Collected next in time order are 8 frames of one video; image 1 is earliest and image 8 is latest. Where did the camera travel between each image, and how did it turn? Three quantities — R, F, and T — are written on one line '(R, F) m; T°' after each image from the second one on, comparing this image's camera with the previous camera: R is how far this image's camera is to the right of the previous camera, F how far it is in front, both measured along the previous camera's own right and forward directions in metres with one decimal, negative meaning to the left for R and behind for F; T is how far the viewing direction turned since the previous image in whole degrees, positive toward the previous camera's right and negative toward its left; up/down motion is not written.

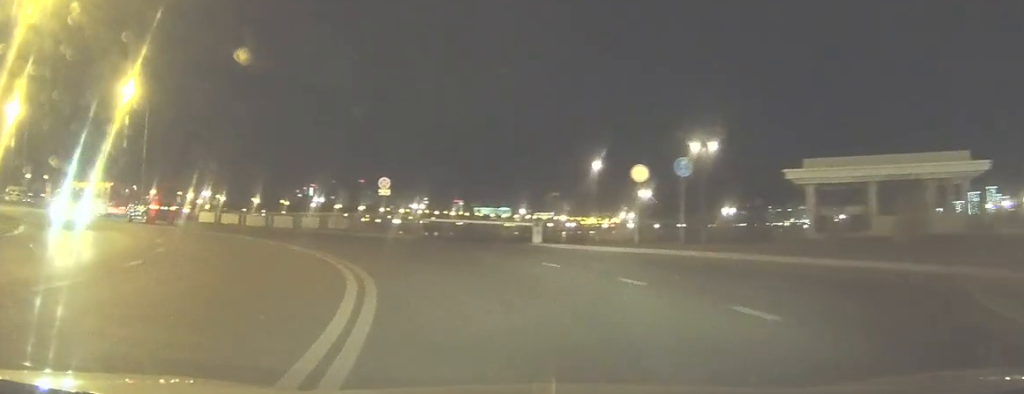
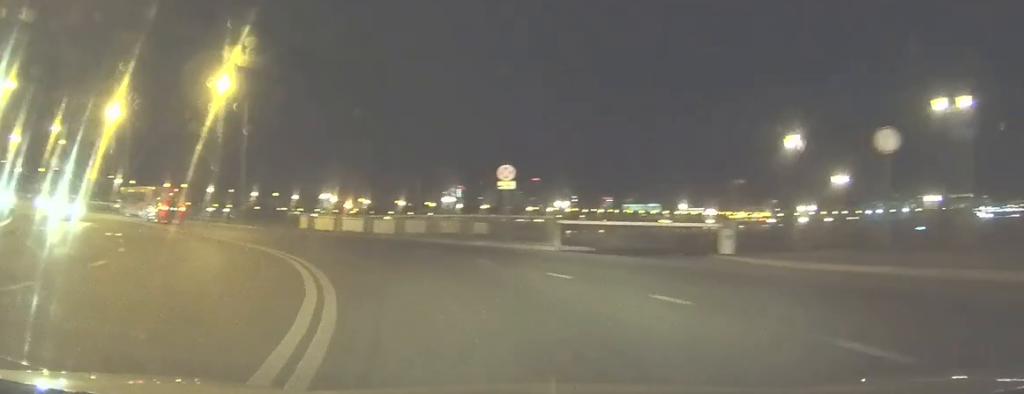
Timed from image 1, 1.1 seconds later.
(-0.7, +11.1) m; -13°
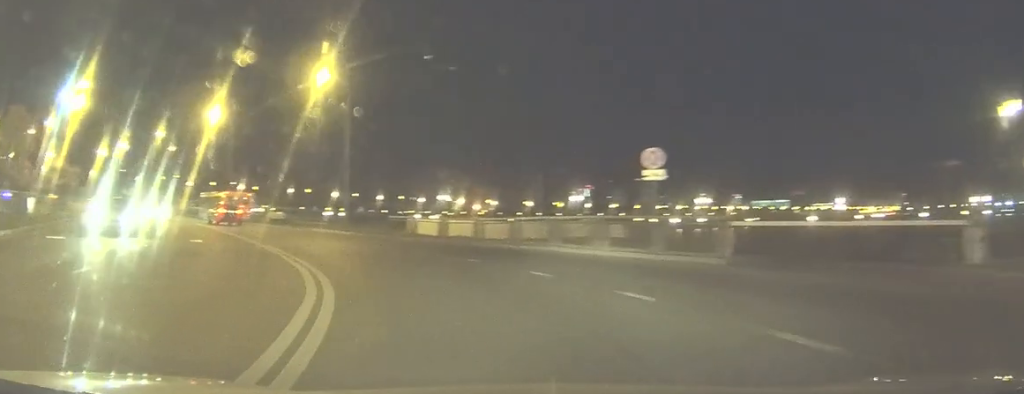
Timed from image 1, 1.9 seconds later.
(-0.6, +6.7) m; -13°
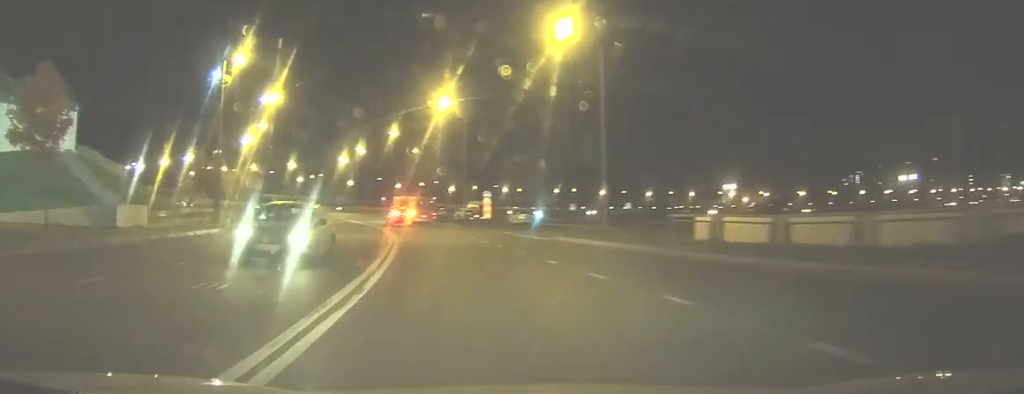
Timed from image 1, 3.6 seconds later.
(-2.2, +14.8) m; -15°
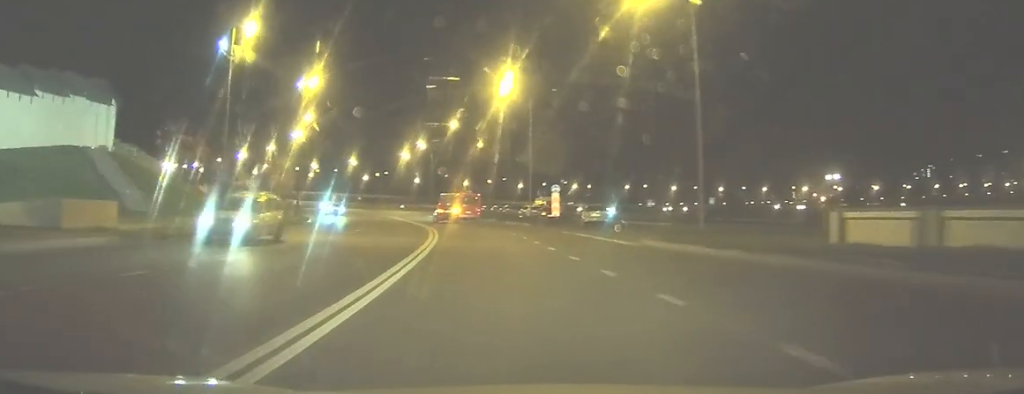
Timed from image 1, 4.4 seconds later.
(-0.7, +7.3) m; -10°
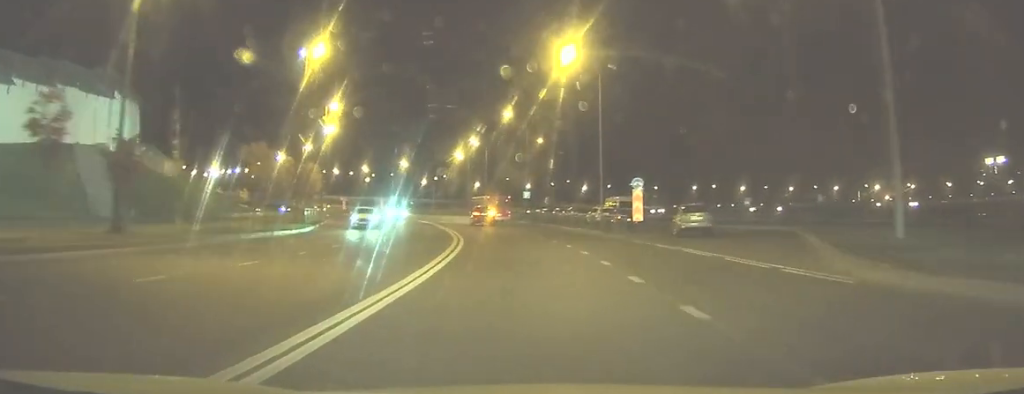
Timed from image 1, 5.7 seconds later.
(-1.6, +12.4) m; -11°
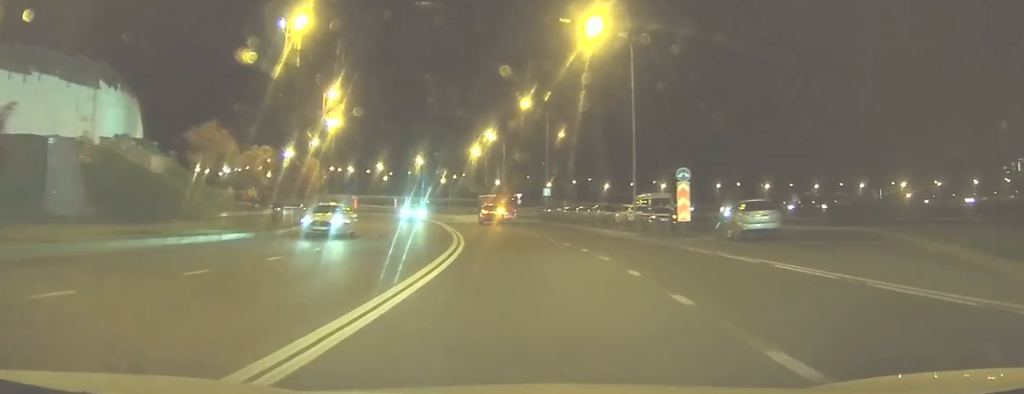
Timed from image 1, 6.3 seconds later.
(-0.2, +6.7) m; -3°
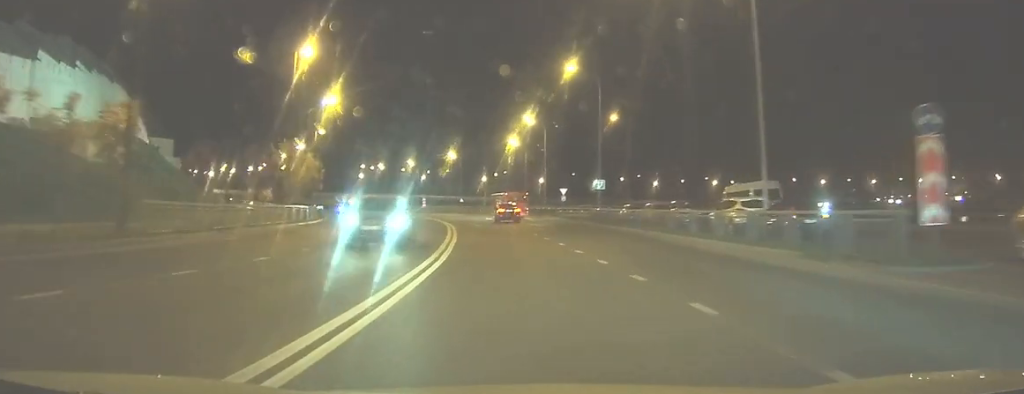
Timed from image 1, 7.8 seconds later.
(-0.8, +16.3) m; -4°
